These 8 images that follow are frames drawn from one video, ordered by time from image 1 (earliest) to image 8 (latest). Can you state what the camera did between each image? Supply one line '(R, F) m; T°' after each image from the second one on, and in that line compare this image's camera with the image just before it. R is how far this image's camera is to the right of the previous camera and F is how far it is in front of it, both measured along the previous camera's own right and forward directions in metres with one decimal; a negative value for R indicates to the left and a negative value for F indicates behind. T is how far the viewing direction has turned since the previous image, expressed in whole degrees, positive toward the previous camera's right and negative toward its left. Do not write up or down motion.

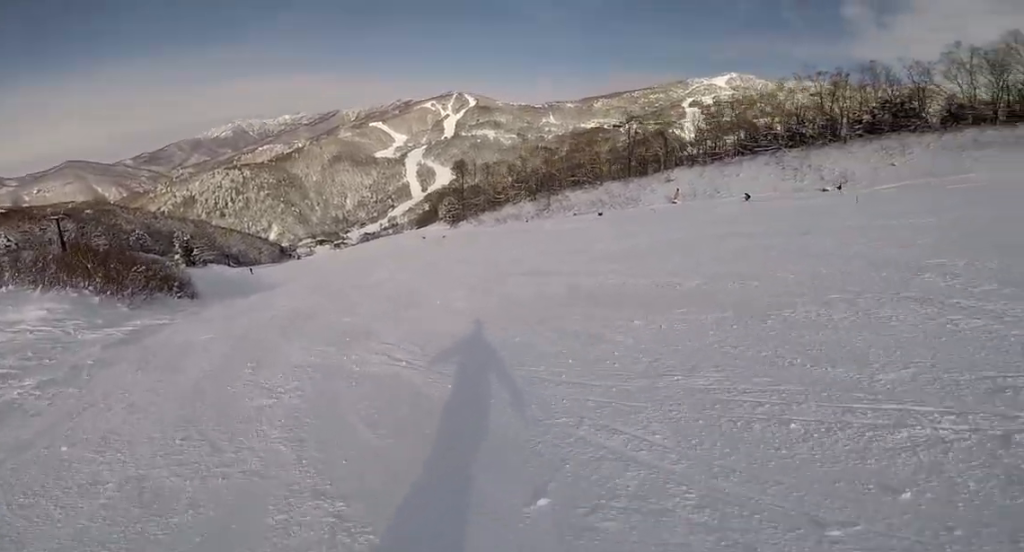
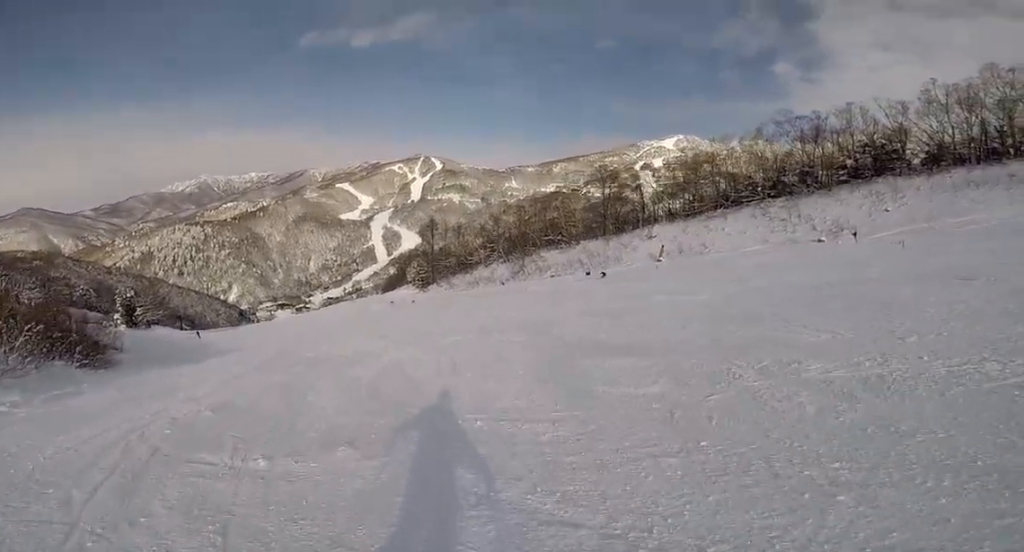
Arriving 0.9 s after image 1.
(+0.8, +6.3) m; +9°
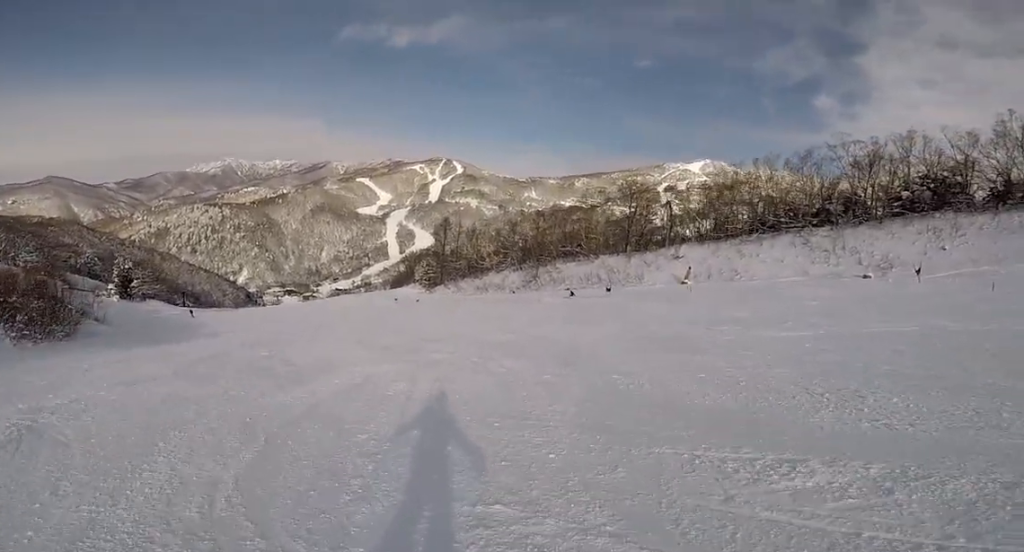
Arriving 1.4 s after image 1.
(+0.1, +4.0) m; +1°
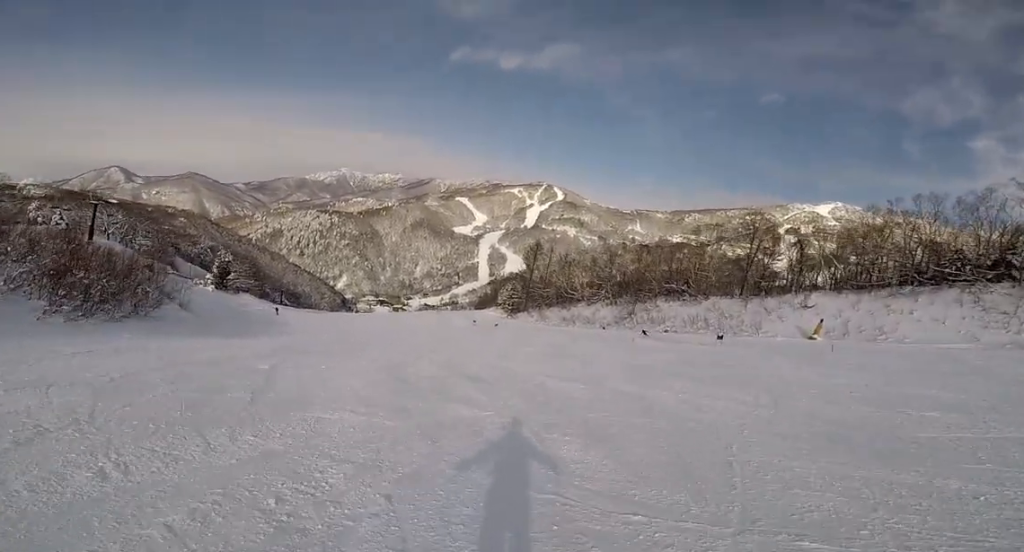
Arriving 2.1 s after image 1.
(0.0, +4.4) m; -18°
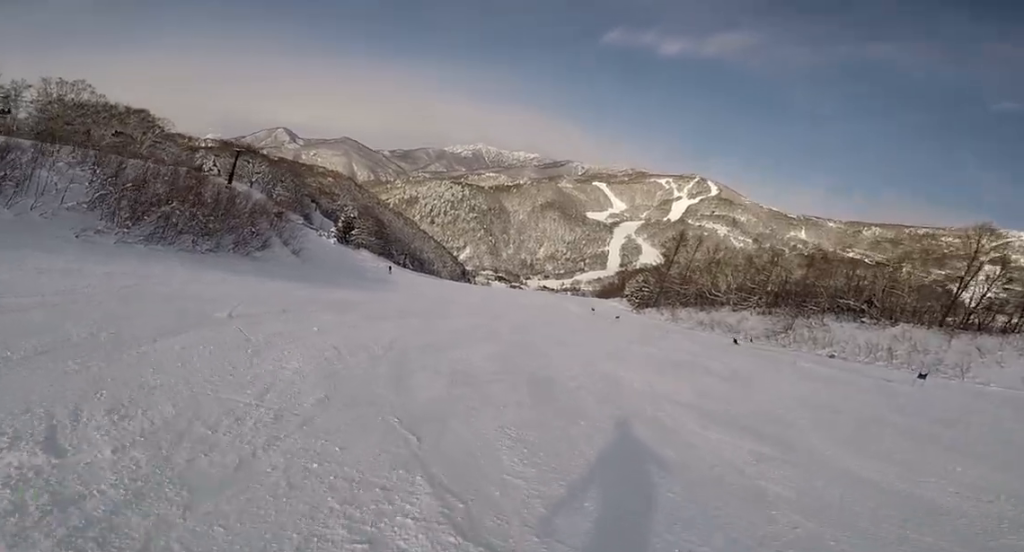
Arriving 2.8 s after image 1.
(-0.9, +4.7) m; -19°
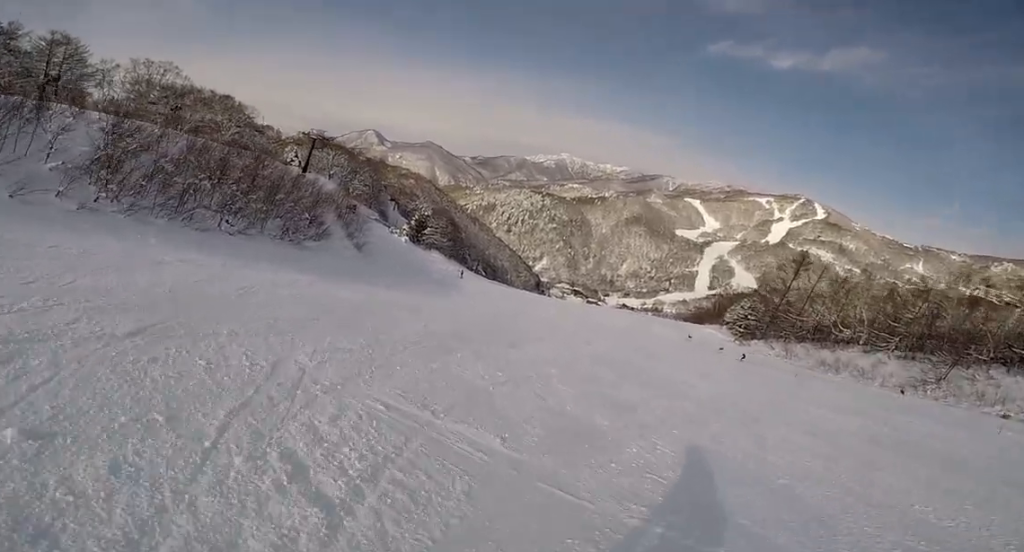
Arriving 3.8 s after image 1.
(-1.9, +6.9) m; -10°
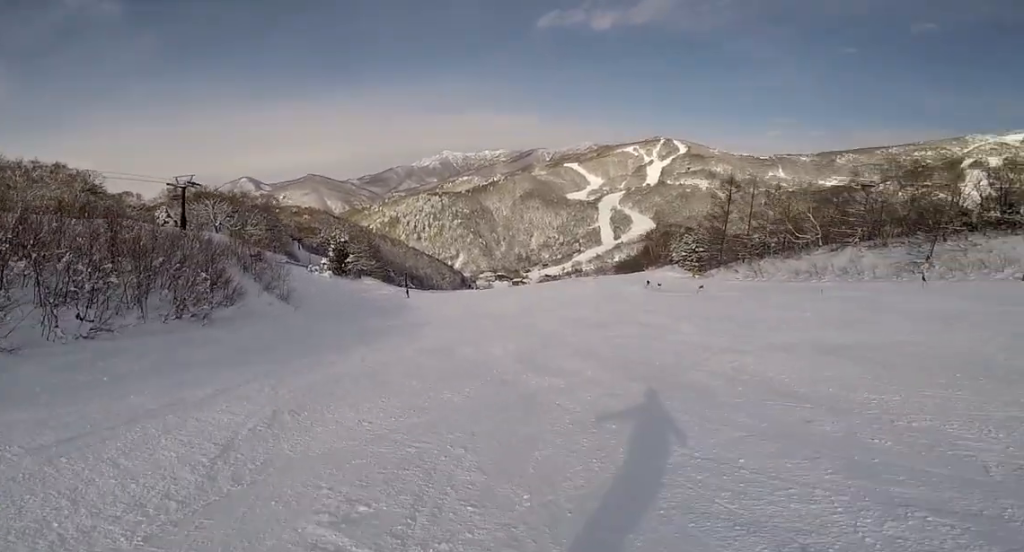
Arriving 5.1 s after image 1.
(+1.2, +9.6) m; +20°
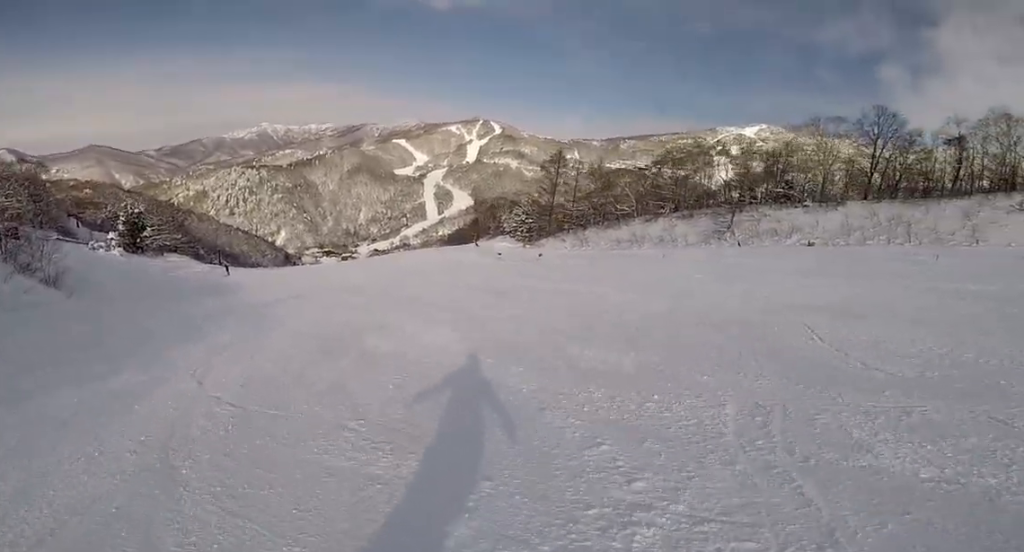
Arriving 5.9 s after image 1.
(+0.8, +5.4) m; +14°
